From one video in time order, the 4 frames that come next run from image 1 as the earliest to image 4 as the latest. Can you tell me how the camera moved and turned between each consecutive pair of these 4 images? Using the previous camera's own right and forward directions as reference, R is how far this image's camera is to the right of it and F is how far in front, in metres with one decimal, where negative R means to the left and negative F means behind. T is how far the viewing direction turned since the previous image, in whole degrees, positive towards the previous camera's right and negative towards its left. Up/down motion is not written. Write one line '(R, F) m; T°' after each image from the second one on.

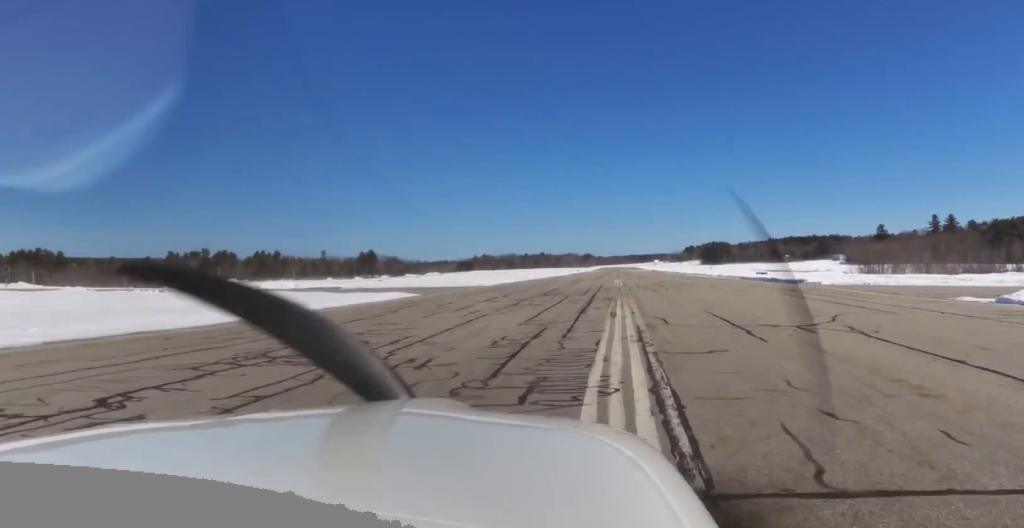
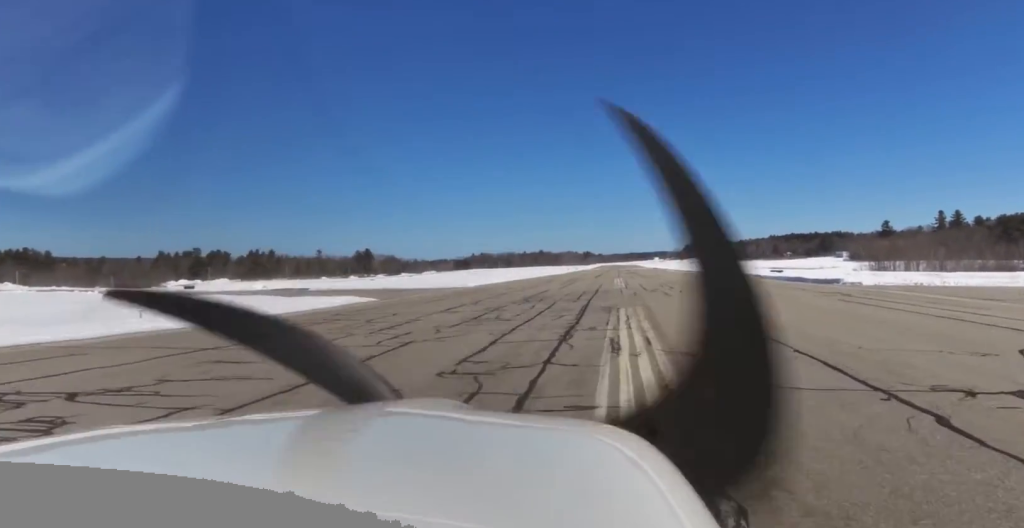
(+0.5, +11.4) m; 0°
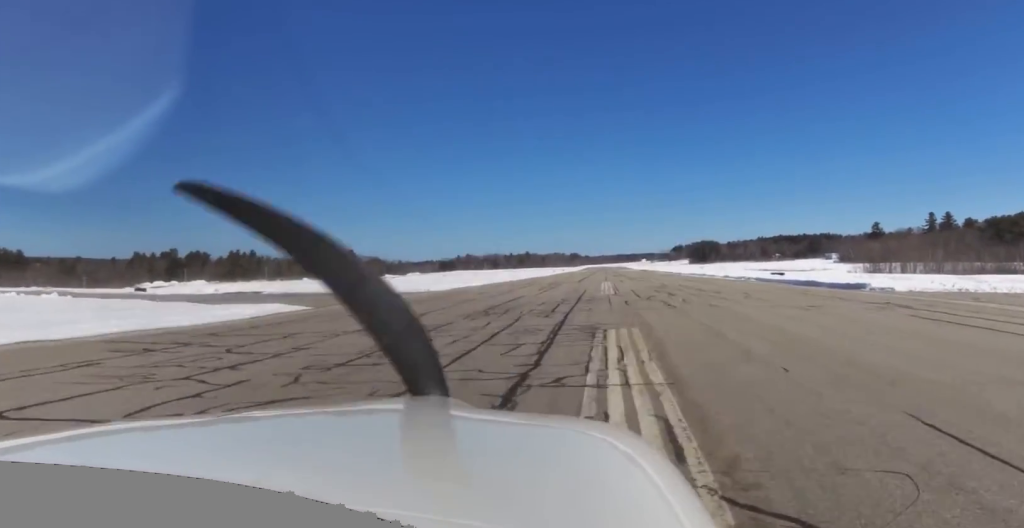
(-0.7, +9.5) m; 0°
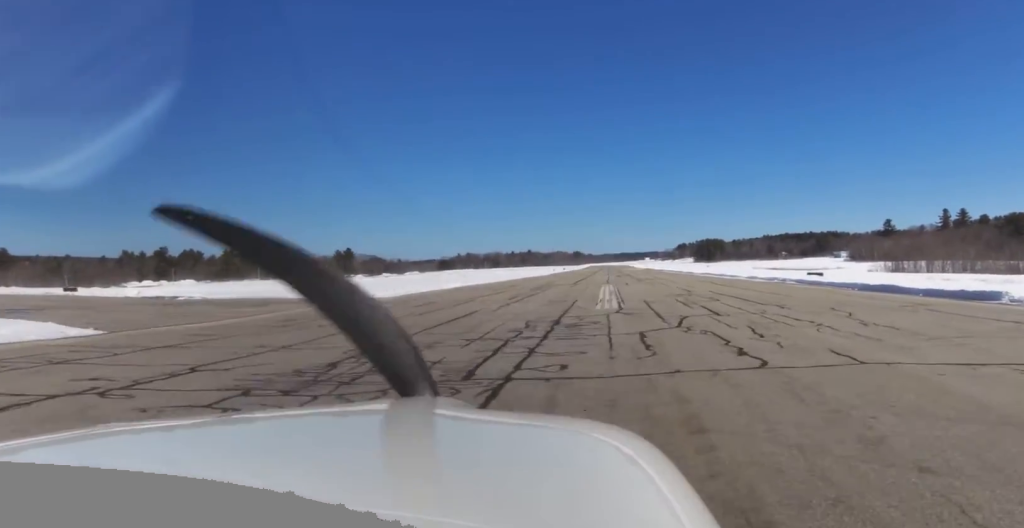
(+0.6, +18.3) m; -1°
